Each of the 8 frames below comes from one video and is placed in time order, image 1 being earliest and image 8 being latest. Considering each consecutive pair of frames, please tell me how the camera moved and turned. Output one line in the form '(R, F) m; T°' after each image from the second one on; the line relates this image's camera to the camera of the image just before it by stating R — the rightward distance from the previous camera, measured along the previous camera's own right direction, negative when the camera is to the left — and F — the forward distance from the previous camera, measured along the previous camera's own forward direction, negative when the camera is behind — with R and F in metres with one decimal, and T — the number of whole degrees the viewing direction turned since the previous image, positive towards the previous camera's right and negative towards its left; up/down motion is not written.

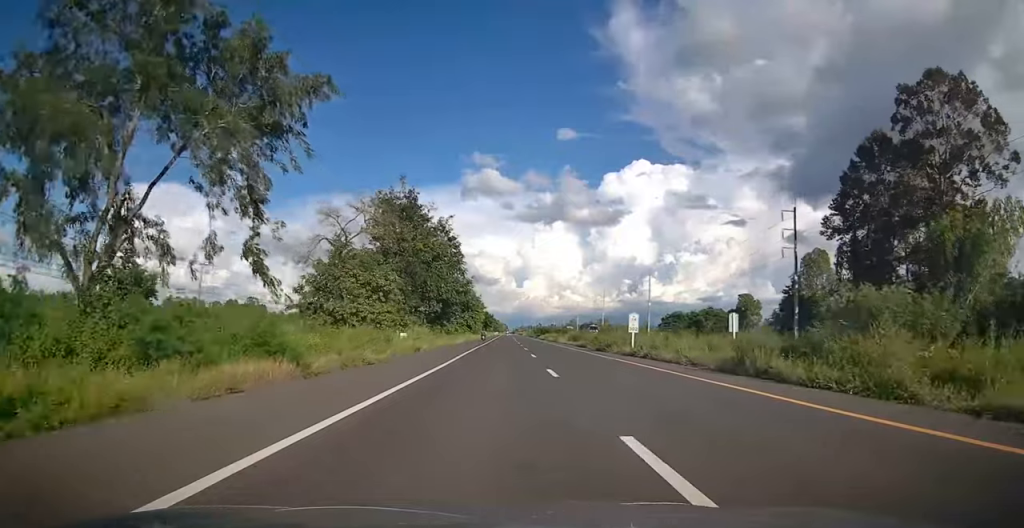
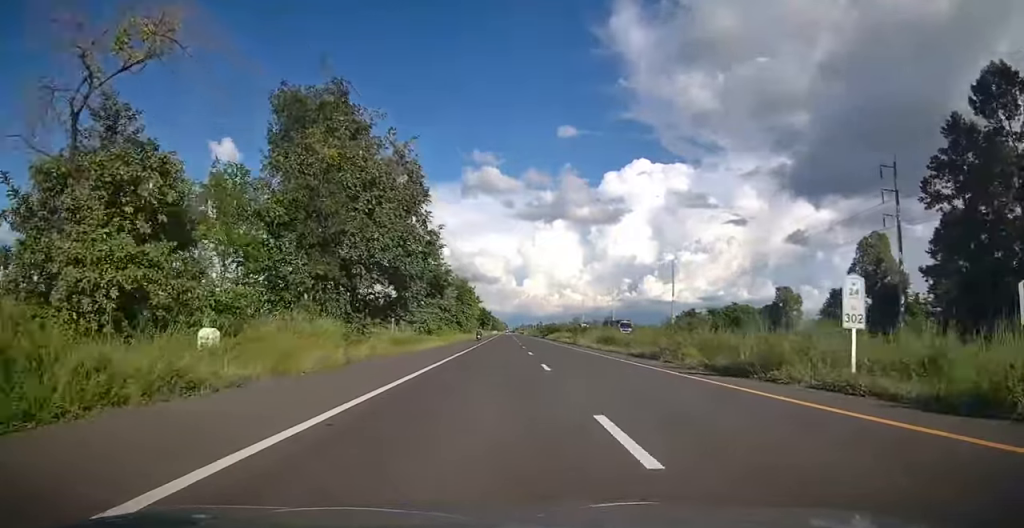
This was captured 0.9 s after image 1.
(0.0, +22.8) m; 0°
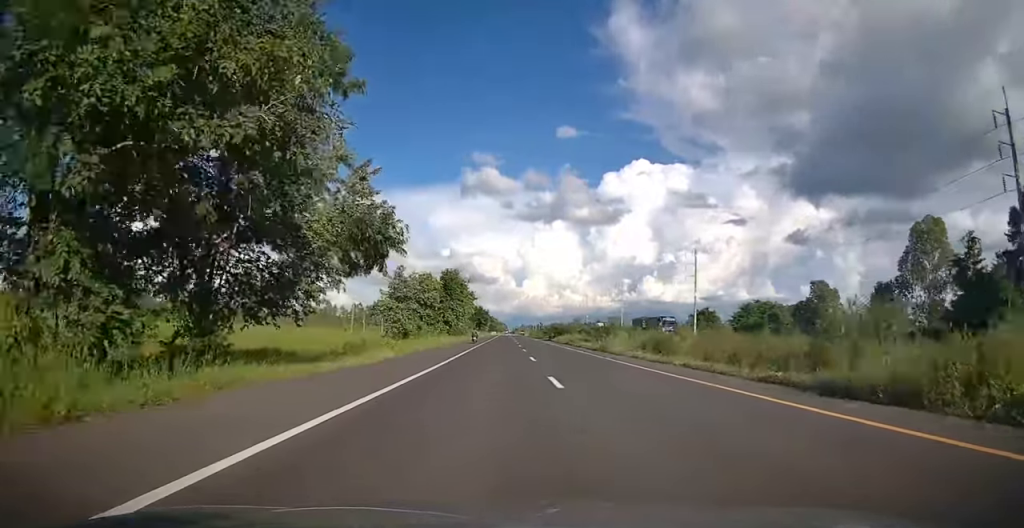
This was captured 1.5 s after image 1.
(+0.1, +16.6) m; 0°
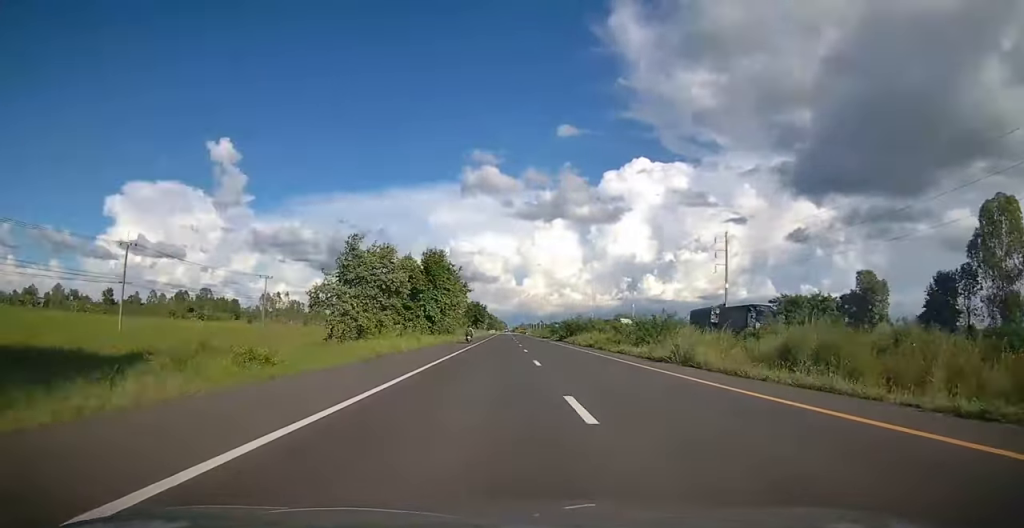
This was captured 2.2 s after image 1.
(0.0, +17.5) m; 0°
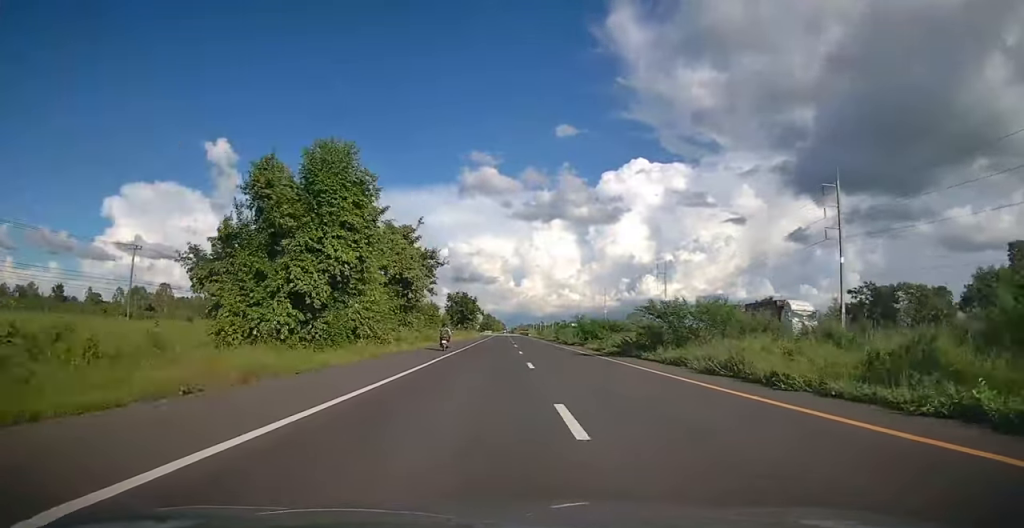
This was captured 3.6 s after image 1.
(-0.1, +37.2) m; 0°
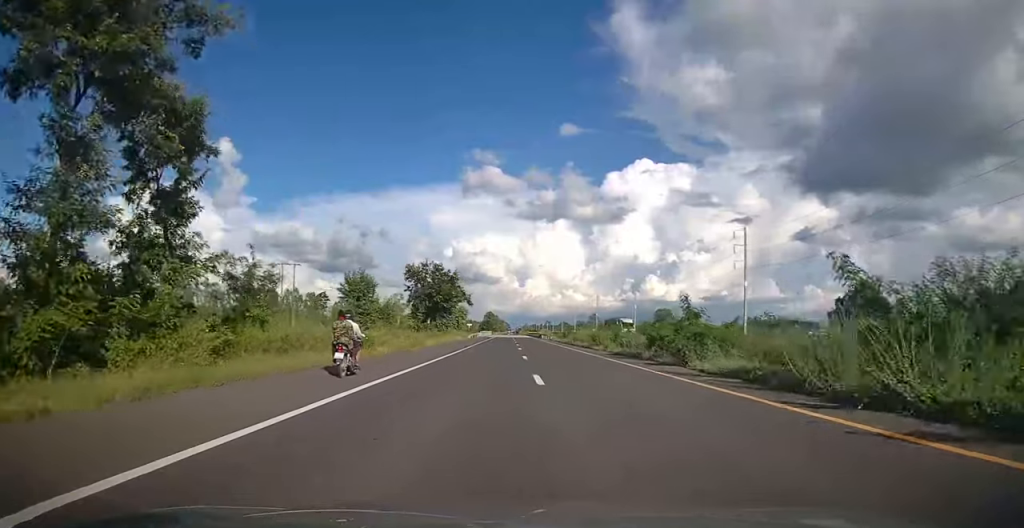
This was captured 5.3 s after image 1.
(+0.2, +44.9) m; 0°
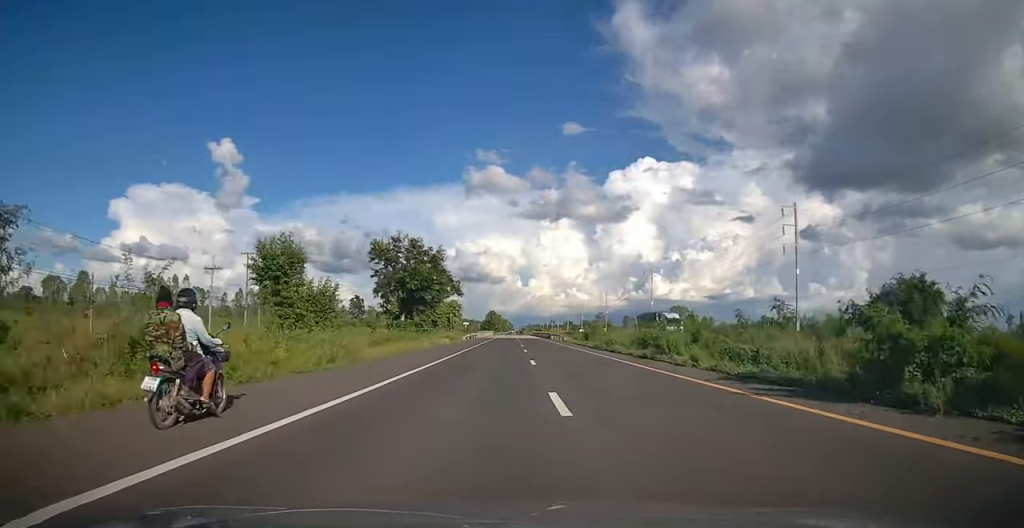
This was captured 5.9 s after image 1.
(0.0, +16.5) m; 0°
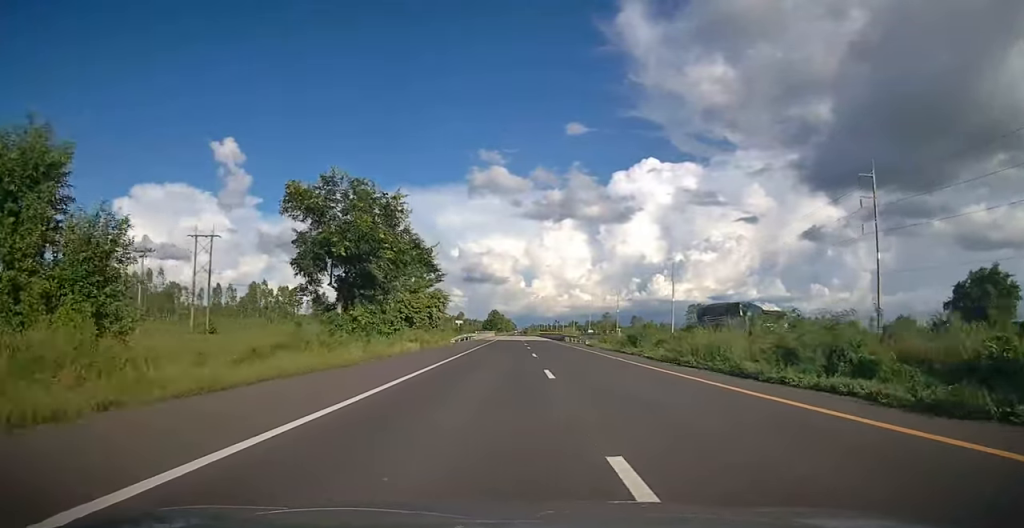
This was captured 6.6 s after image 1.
(0.0, +17.7) m; 0°
